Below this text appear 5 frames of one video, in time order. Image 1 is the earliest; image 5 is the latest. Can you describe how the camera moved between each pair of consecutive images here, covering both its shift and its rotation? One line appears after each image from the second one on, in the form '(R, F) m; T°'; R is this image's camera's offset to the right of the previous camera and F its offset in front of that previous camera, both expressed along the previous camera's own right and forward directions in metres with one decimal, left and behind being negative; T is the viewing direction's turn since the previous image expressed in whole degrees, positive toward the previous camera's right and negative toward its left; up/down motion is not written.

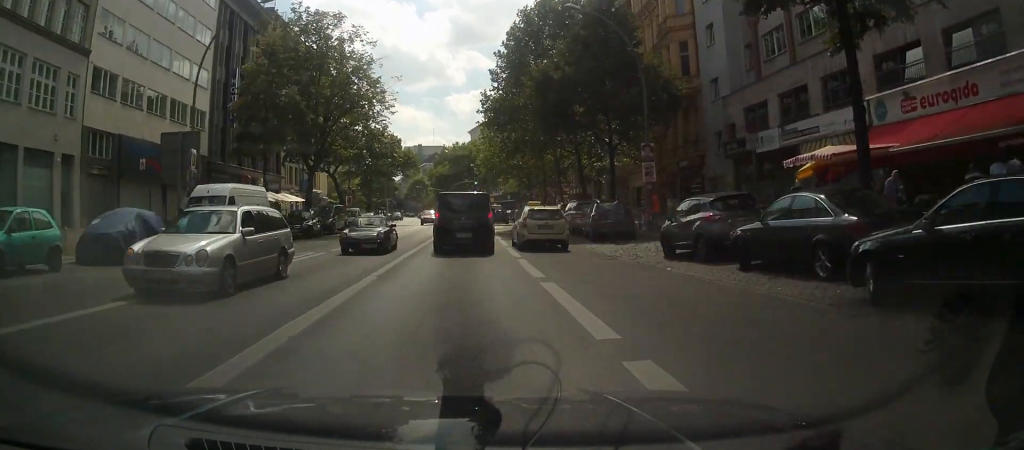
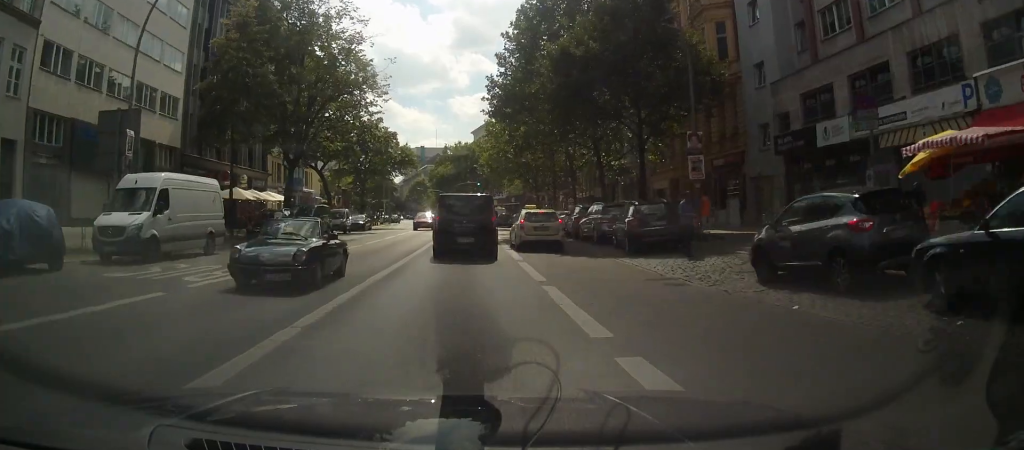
(0.0, +5.8) m; 0°
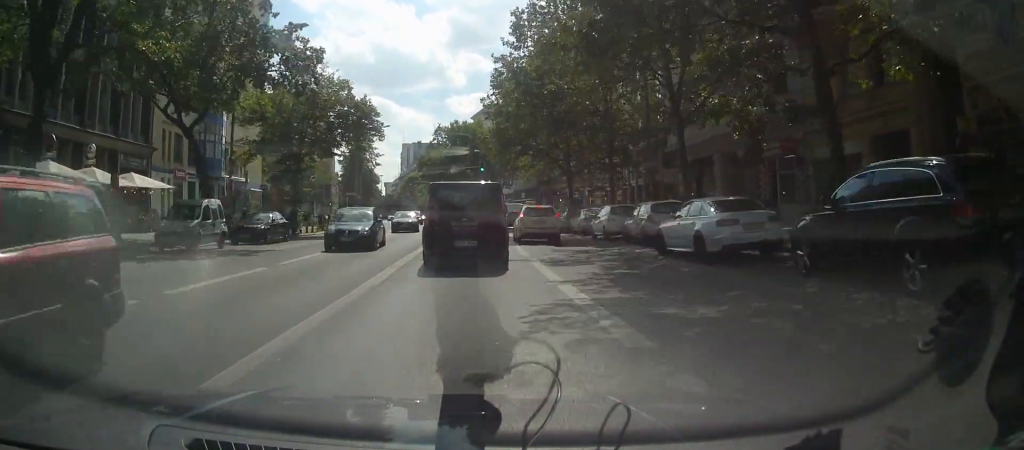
(+0.4, +25.5) m; +3°
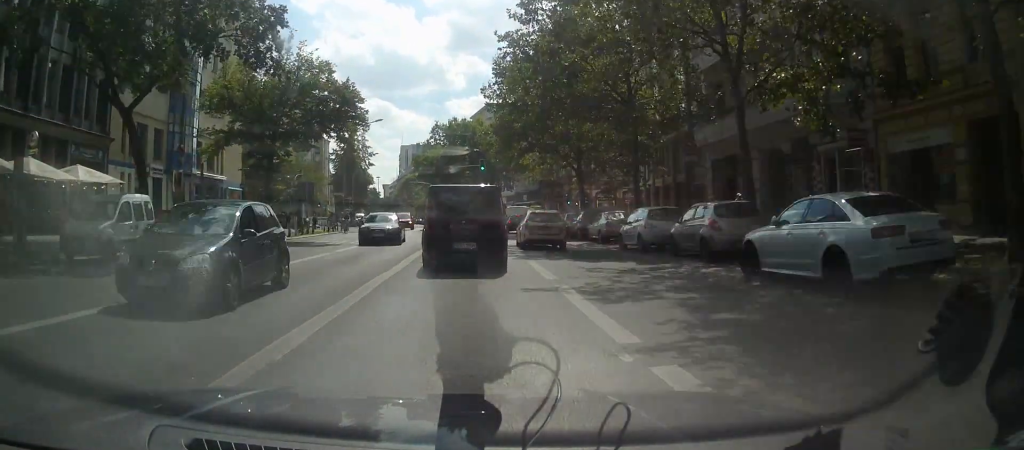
(0.0, +5.6) m; -1°
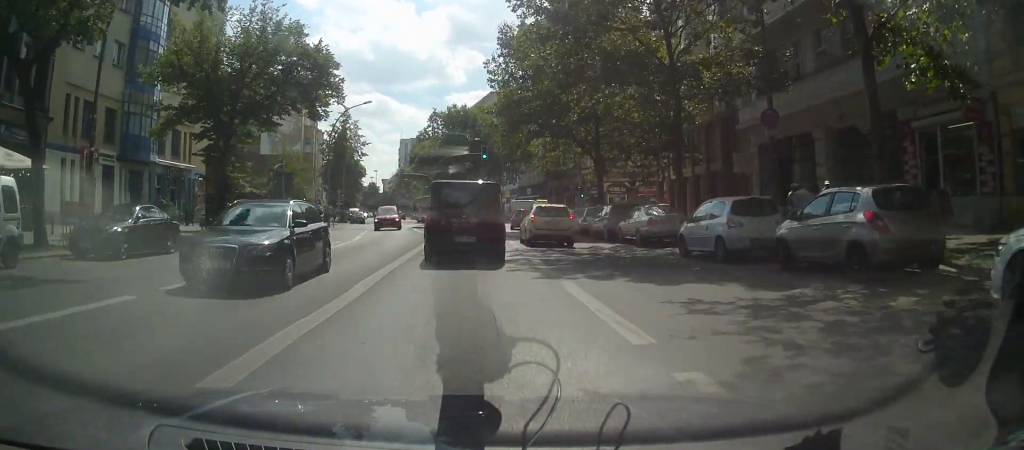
(-0.2, +6.7) m; -1°
